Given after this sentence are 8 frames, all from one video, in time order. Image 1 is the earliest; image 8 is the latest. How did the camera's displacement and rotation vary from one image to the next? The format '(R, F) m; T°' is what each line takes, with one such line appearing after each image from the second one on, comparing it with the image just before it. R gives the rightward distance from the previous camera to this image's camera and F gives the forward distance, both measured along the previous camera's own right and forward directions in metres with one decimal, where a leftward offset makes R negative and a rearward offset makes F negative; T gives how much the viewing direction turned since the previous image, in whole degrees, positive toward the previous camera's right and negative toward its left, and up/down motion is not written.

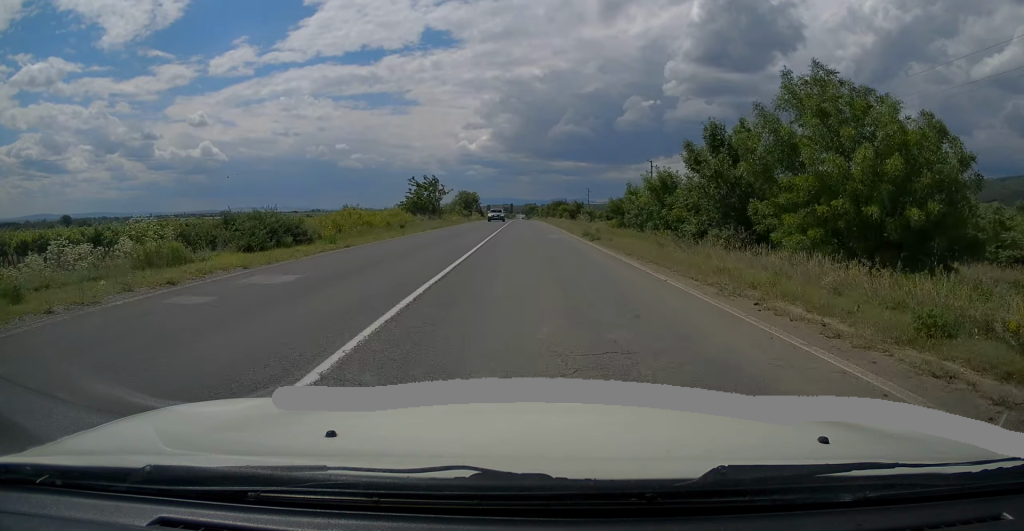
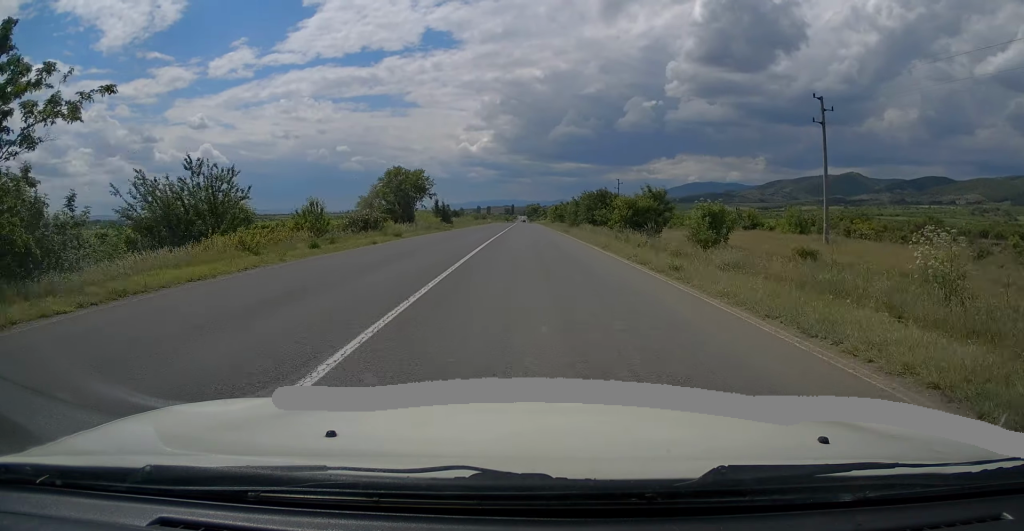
(-0.4, +57.4) m; 0°
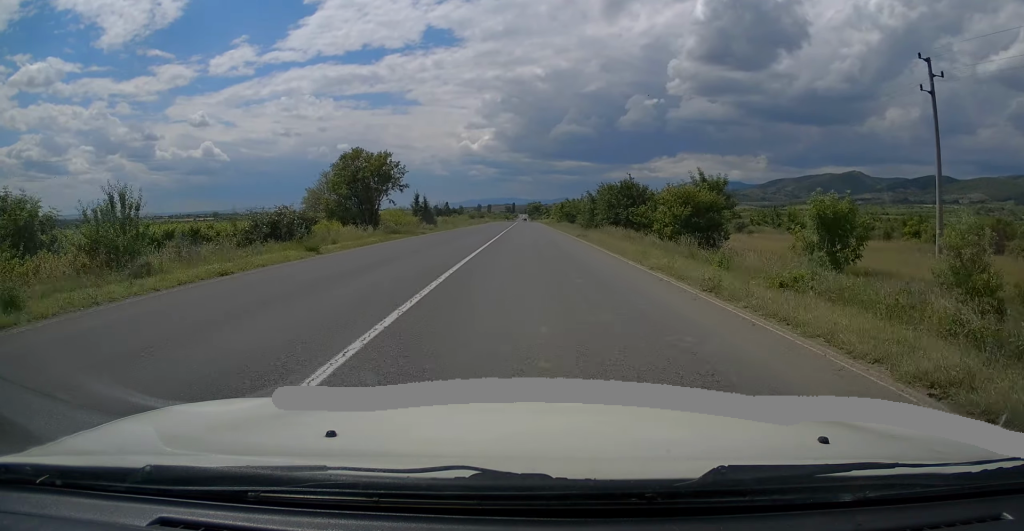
(0.0, +12.6) m; 0°
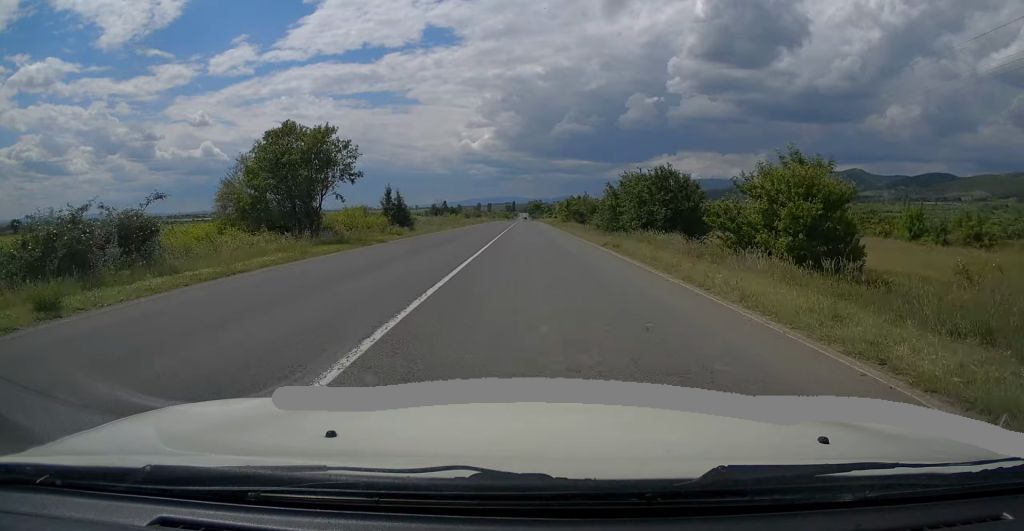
(0.0, +10.9) m; 0°
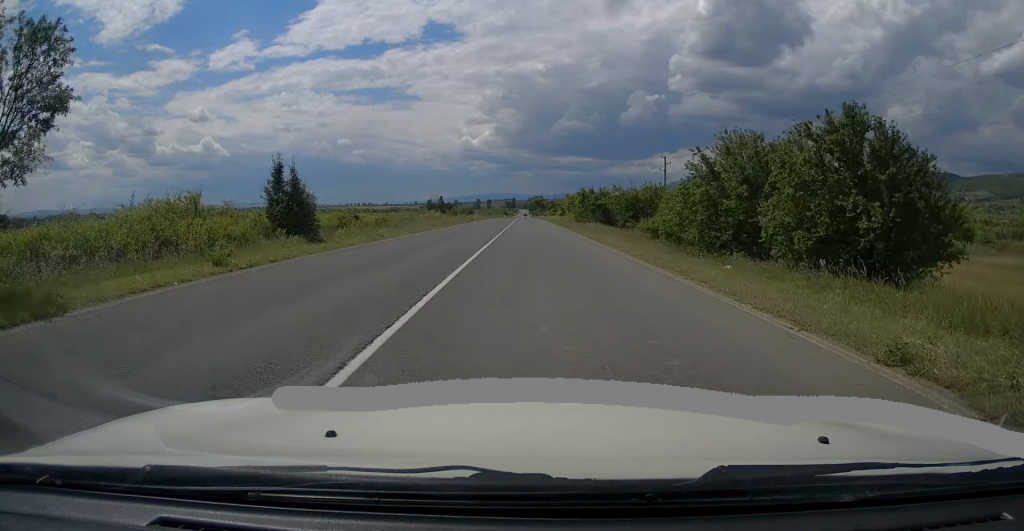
(0.0, +18.6) m; 0°
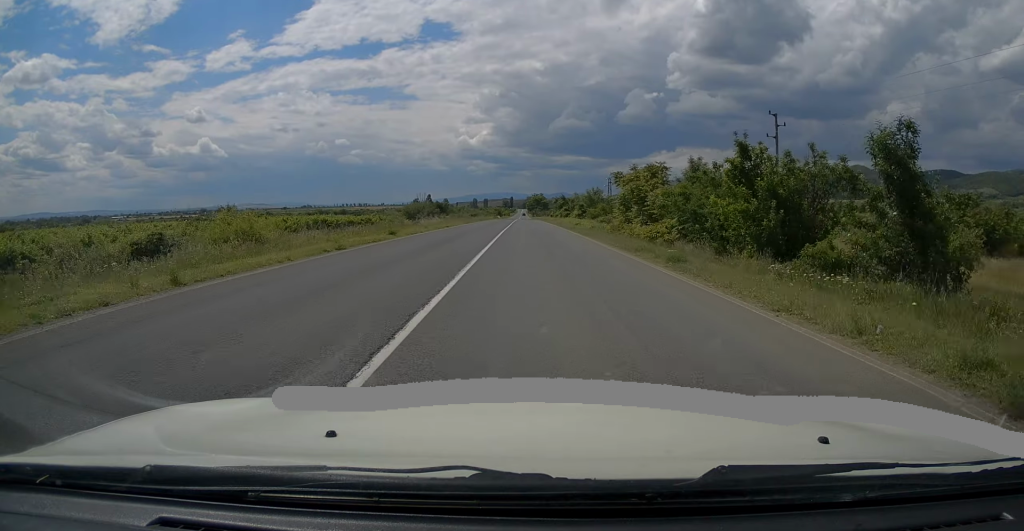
(-0.1, +41.5) m; 0°
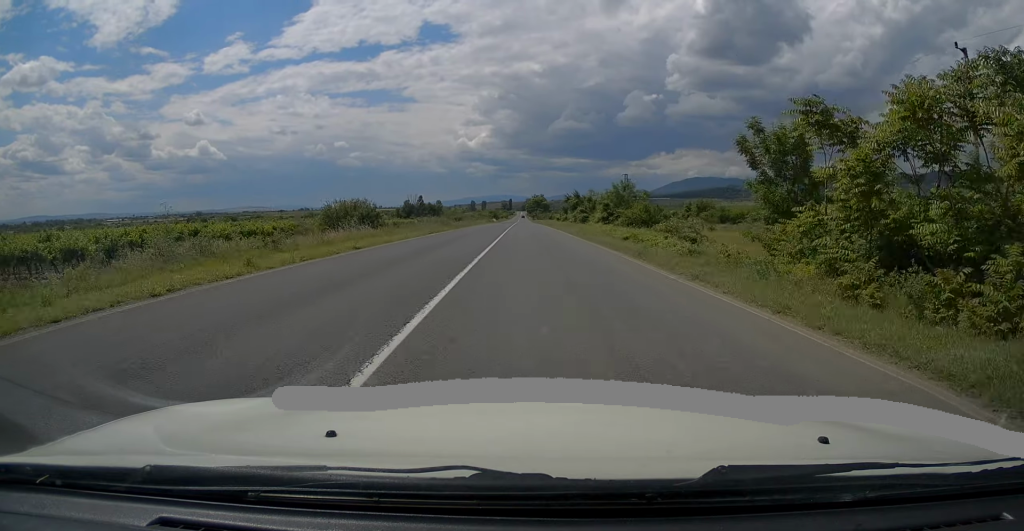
(+0.1, +24.7) m; 0°
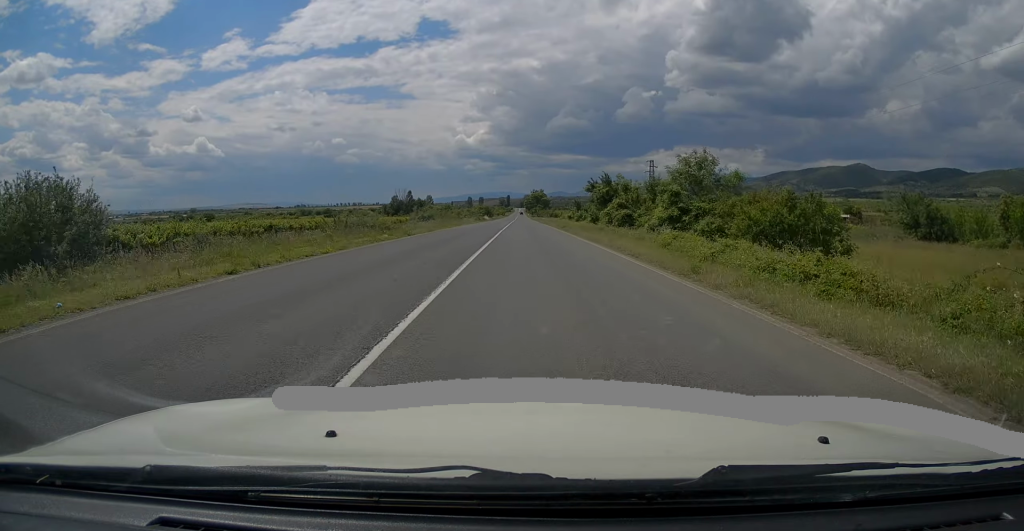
(0.0, +25.6) m; 0°
